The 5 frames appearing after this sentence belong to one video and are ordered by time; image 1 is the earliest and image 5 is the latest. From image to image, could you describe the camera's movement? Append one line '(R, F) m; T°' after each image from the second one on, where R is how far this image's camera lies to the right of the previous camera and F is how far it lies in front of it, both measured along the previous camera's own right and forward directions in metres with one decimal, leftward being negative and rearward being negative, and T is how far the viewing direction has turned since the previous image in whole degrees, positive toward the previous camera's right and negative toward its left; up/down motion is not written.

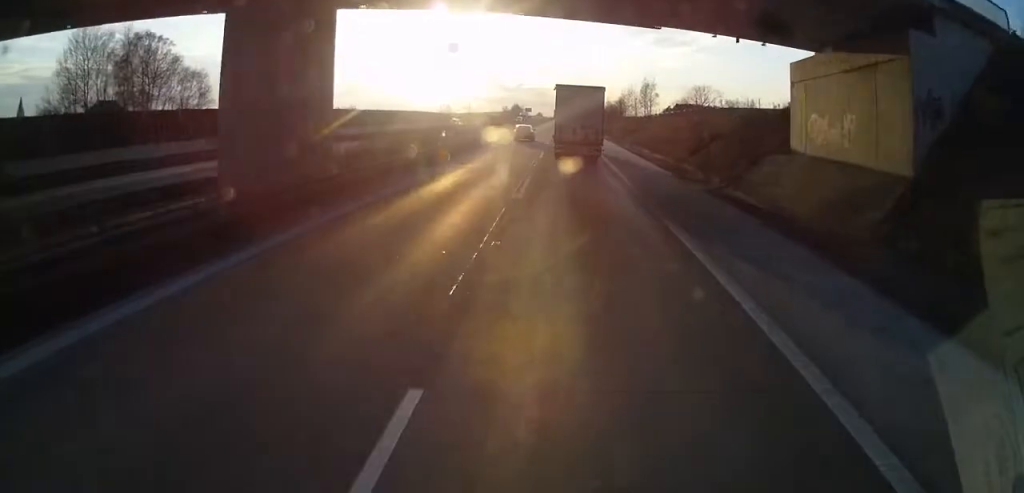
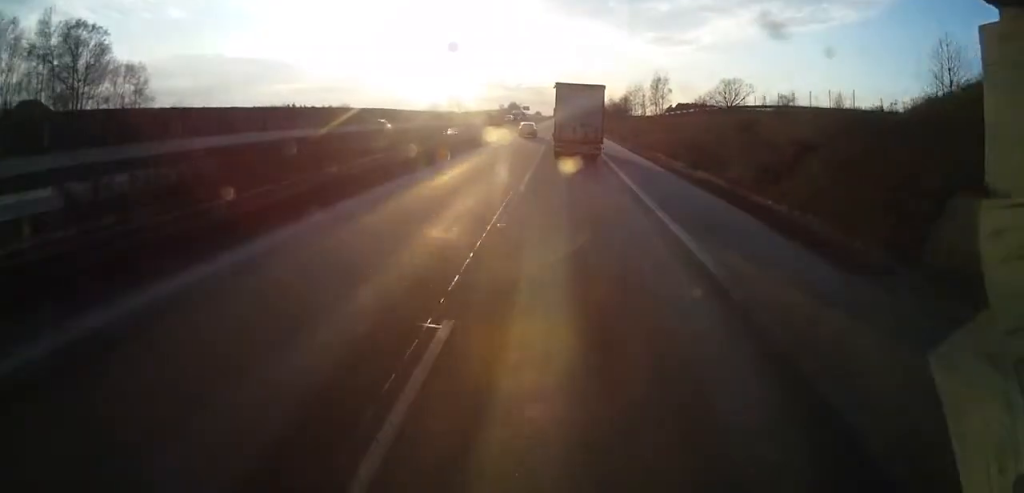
(-0.1, +16.3) m; 0°
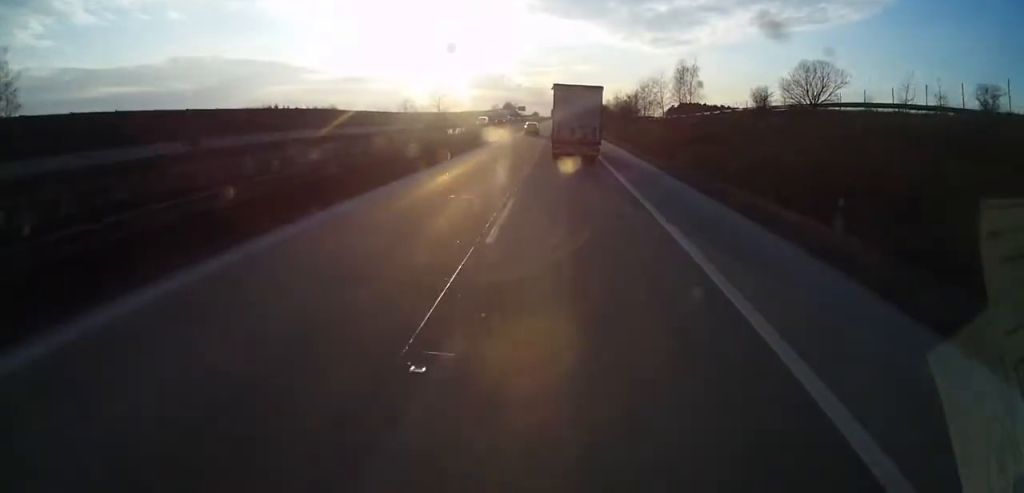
(0.0, +25.7) m; +1°
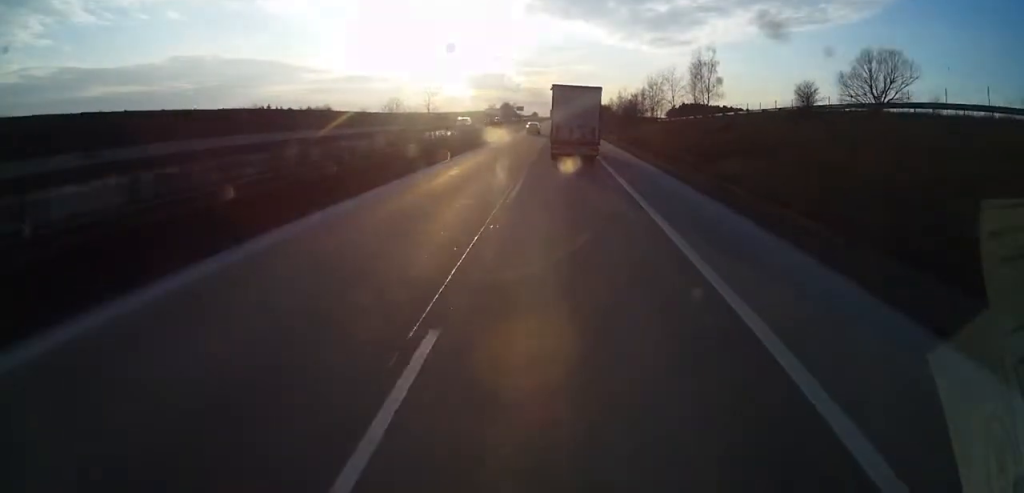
(+0.1, +10.9) m; 0°
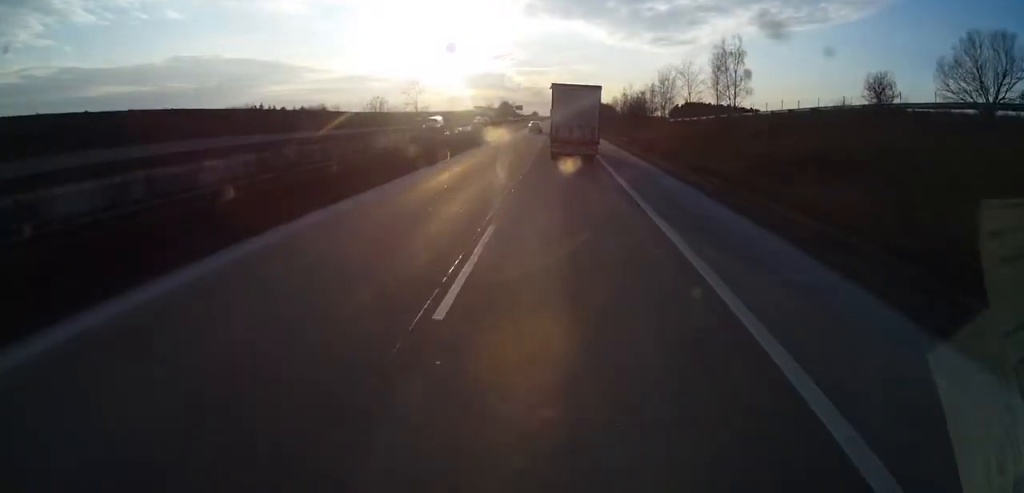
(0.0, +11.7) m; 0°
